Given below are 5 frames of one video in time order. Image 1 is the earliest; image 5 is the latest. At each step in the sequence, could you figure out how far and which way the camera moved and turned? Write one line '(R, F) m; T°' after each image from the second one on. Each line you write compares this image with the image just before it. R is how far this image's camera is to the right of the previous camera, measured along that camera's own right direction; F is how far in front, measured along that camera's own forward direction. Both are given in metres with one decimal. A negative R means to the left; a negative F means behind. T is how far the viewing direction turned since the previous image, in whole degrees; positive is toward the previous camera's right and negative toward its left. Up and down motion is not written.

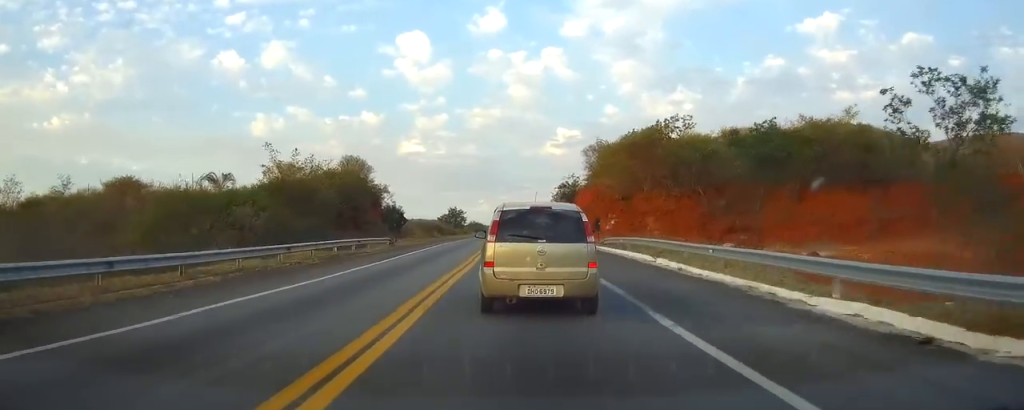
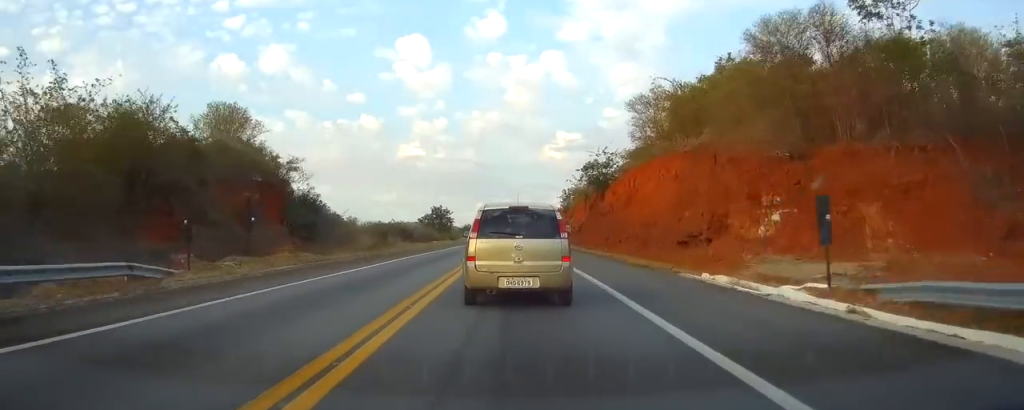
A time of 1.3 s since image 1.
(0.0, +34.6) m; 0°
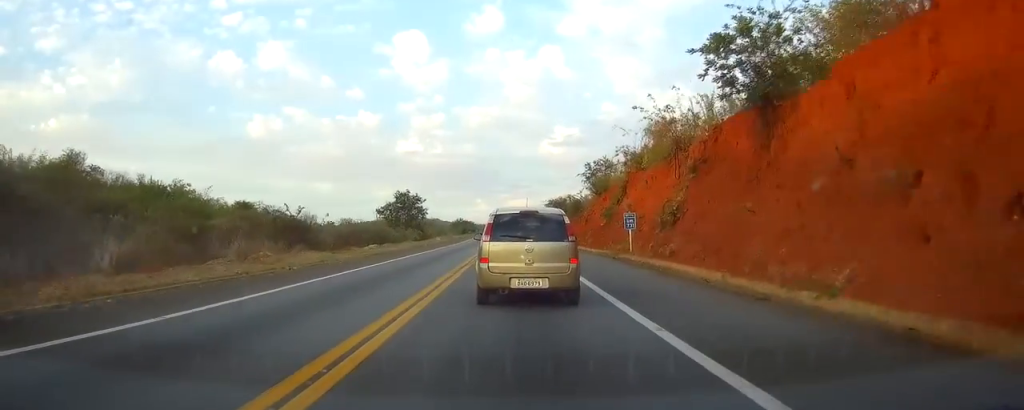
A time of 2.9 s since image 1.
(0.0, +41.4) m; 0°
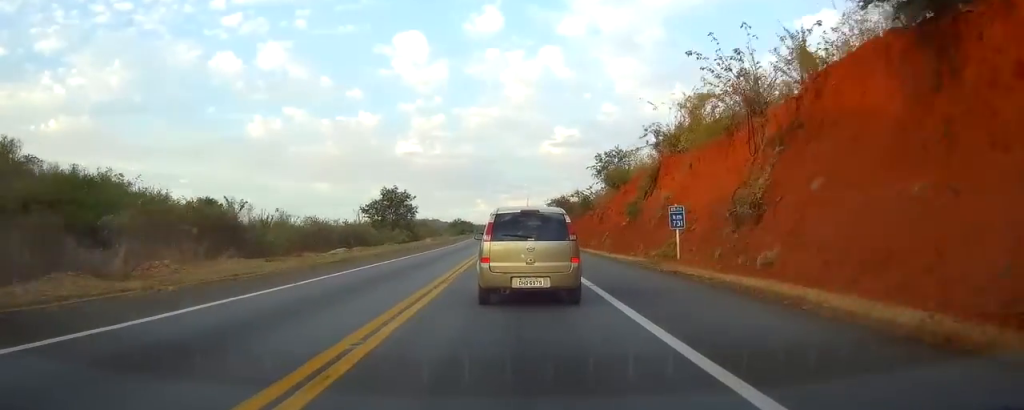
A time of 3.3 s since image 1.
(0.0, +10.4) m; 0°
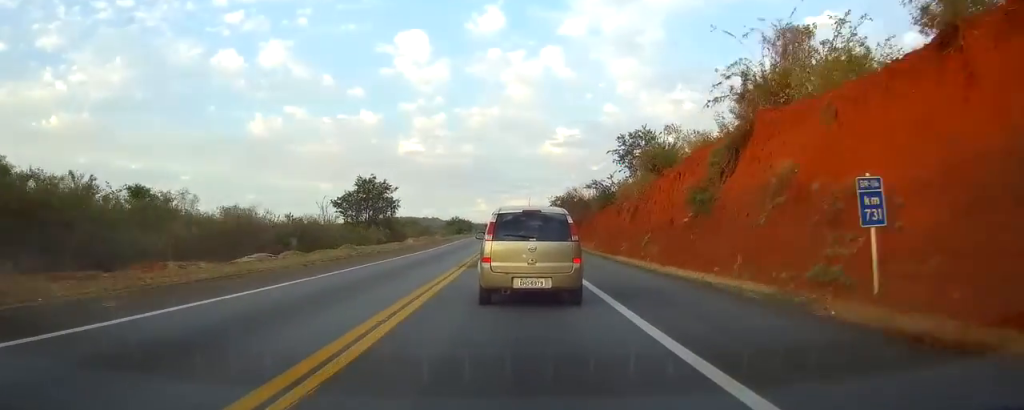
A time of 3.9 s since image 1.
(0.0, +14.6) m; 0°
